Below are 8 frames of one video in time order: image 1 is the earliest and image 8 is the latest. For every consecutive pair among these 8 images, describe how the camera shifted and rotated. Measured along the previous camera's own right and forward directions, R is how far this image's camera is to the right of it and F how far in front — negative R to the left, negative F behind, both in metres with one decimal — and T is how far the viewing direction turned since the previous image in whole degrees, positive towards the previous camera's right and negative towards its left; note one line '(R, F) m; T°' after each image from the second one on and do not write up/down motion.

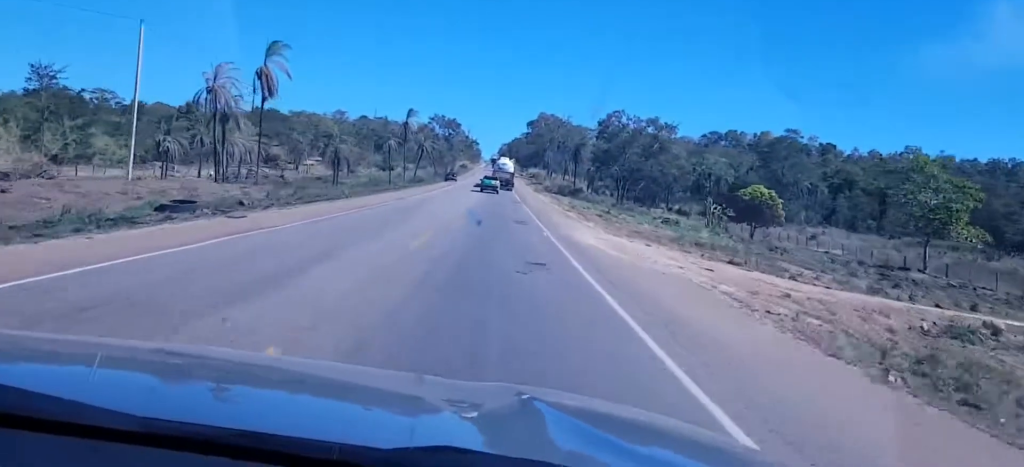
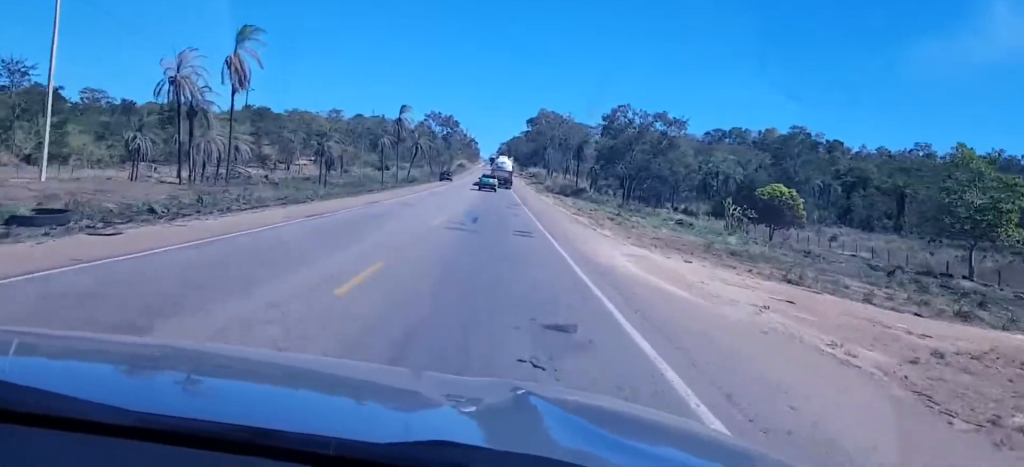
(-0.3, +8.0) m; -2°
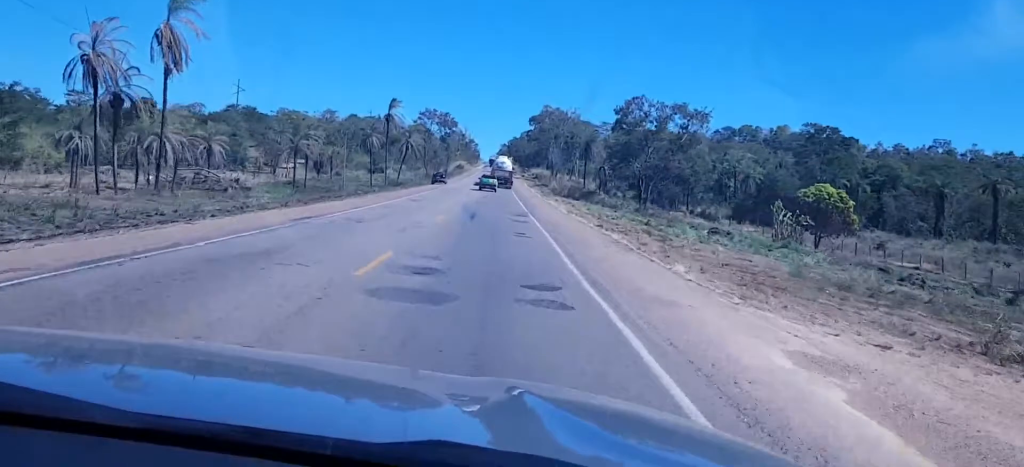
(-0.5, +14.7) m; -1°
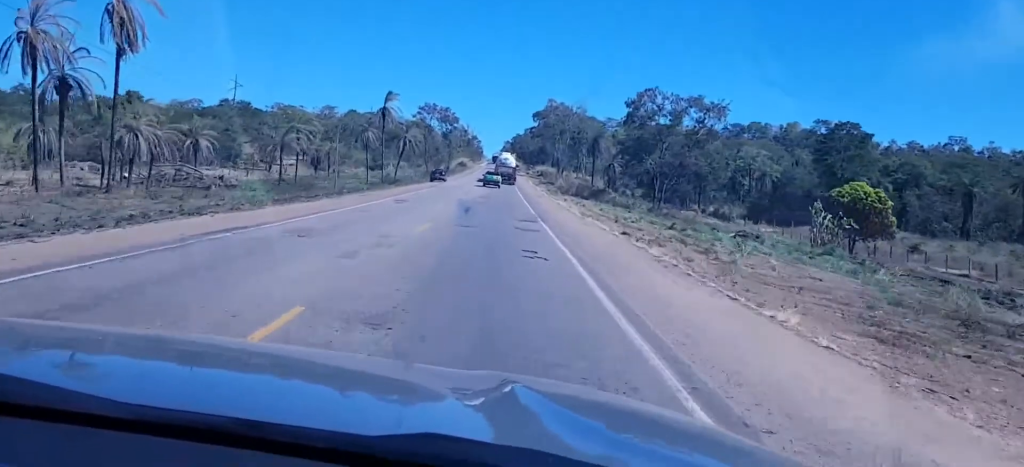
(-0.3, +7.4) m; +1°
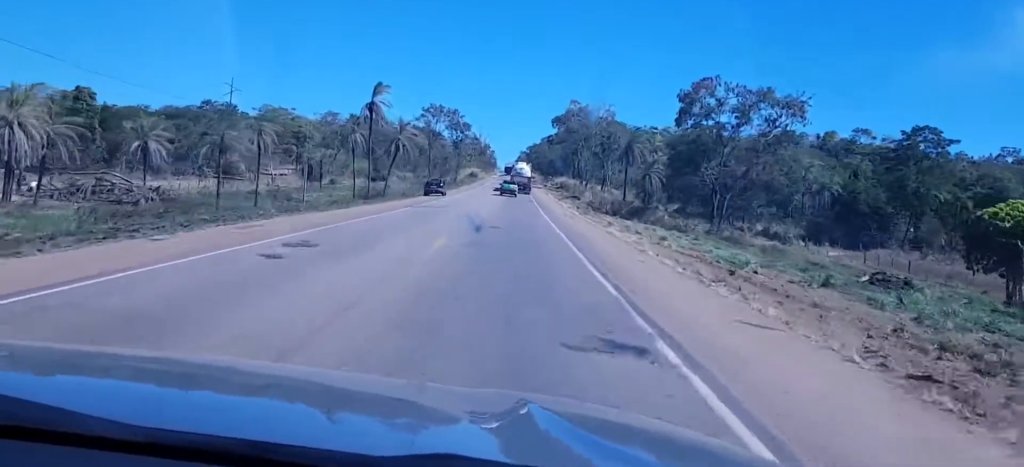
(+1.1, +23.4) m; +4°
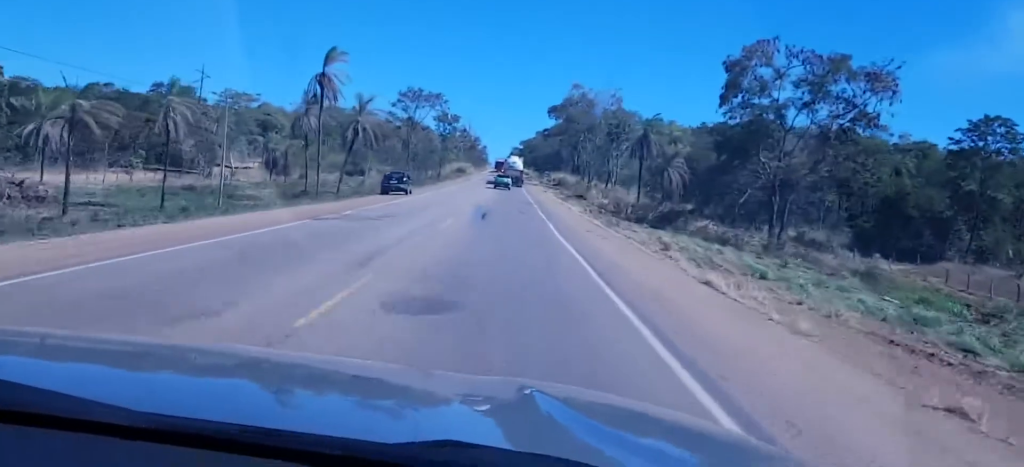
(+0.6, +21.4) m; +3°
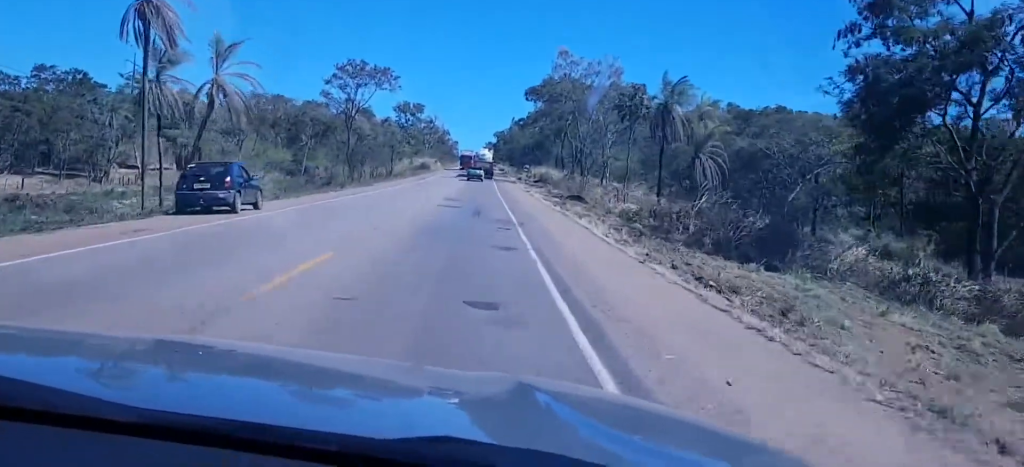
(-0.1, +30.9) m; -2°
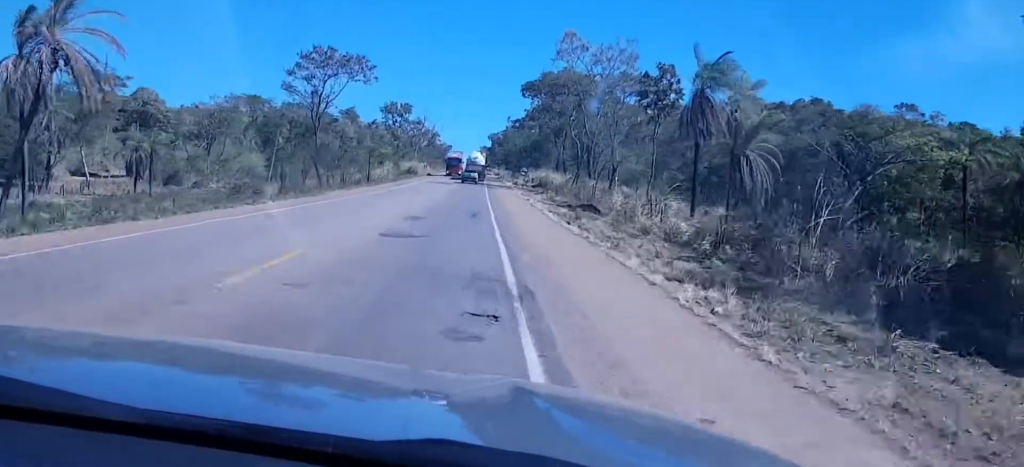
(-0.2, +15.3) m; -2°
